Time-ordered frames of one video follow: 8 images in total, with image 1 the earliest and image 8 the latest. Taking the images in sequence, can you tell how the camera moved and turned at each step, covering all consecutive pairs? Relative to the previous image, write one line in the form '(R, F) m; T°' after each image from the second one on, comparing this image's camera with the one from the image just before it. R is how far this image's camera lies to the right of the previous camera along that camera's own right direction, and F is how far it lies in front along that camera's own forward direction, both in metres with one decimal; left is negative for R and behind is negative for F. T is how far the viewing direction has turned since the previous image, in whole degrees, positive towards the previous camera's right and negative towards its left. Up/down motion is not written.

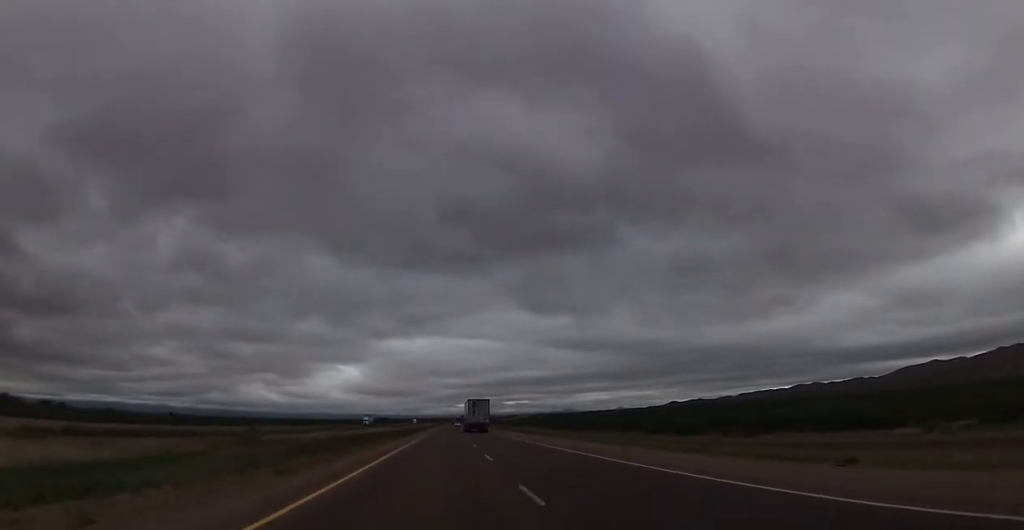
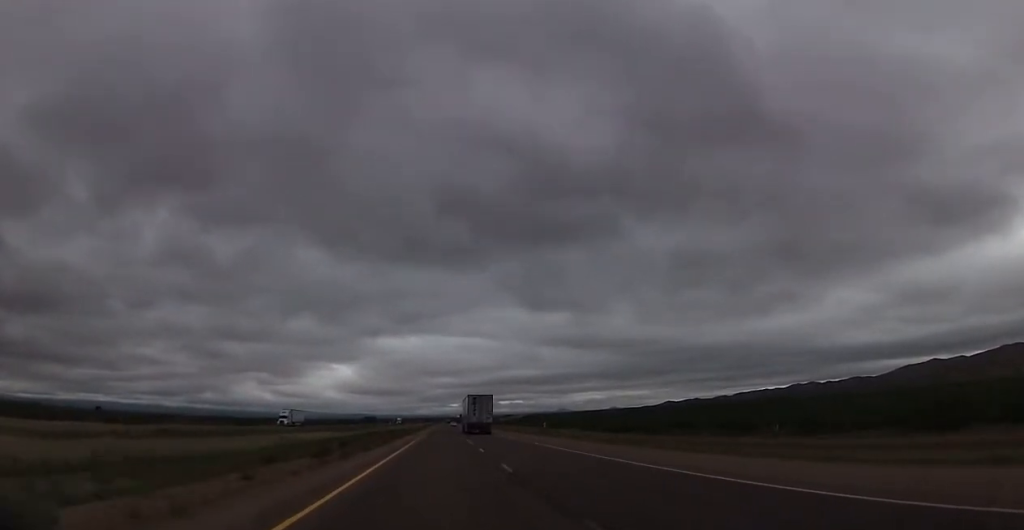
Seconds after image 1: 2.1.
(0.0, +78.1) m; +1°
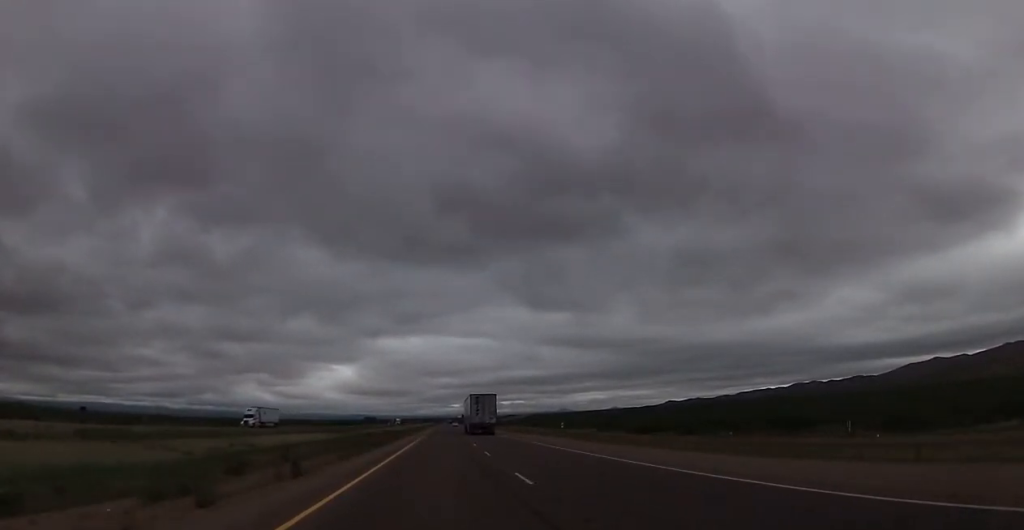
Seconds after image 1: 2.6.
(0.0, +15.9) m; 0°
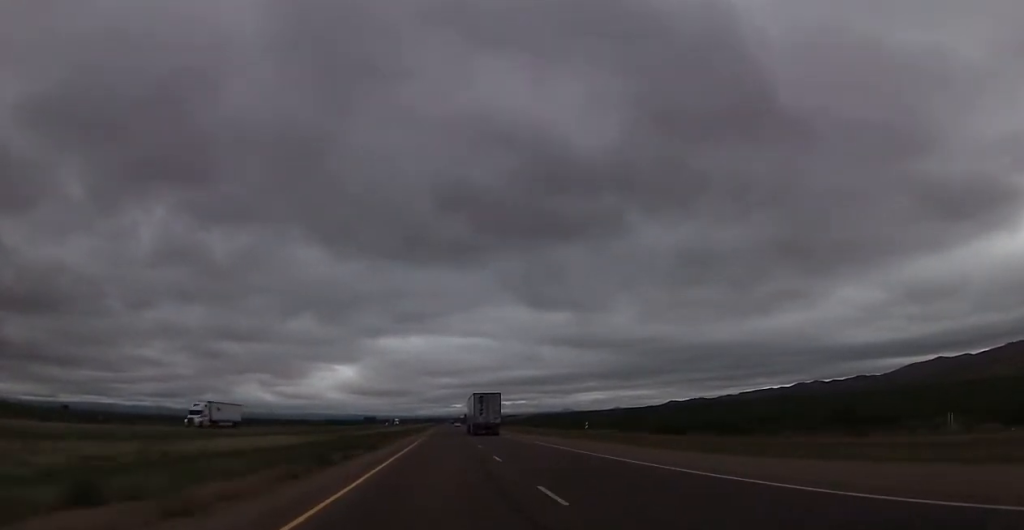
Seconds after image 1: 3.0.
(+0.1, +15.9) m; 0°
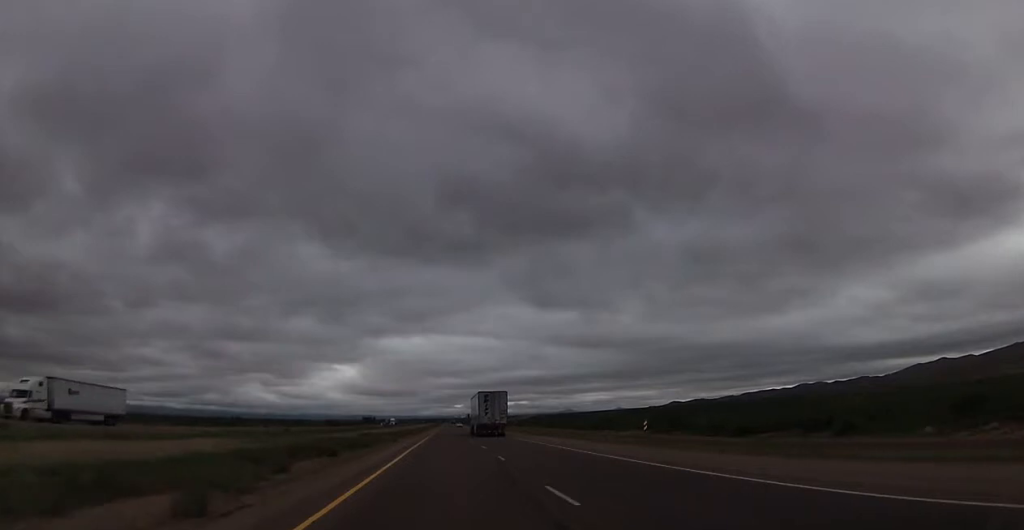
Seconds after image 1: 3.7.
(-0.3, +24.4) m; 0°
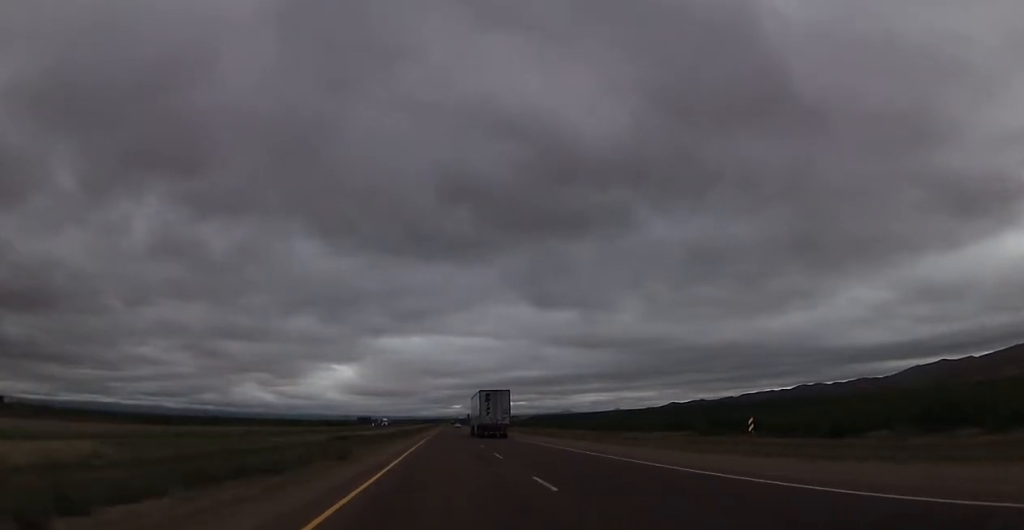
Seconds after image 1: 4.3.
(-0.2, +21.9) m; 0°
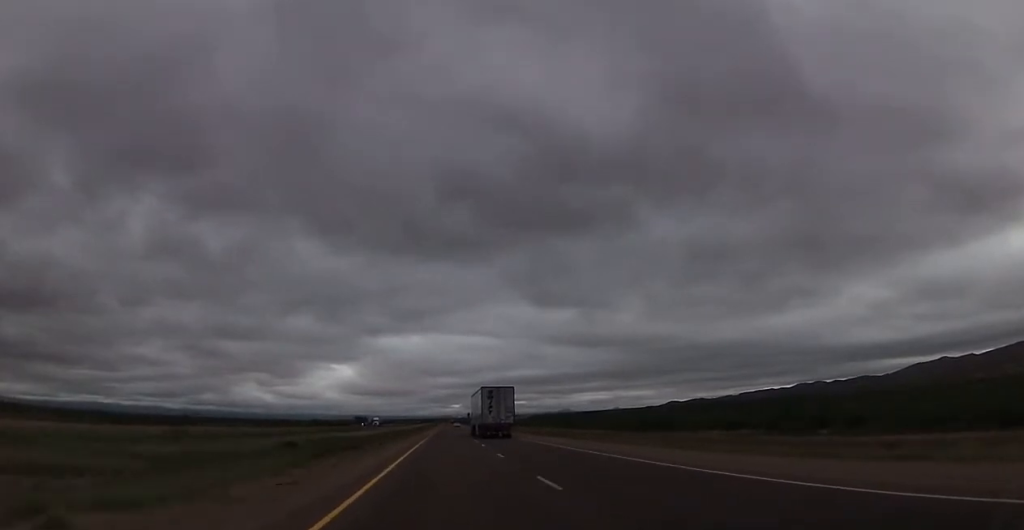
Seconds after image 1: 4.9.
(+0.3, +24.4) m; +1°
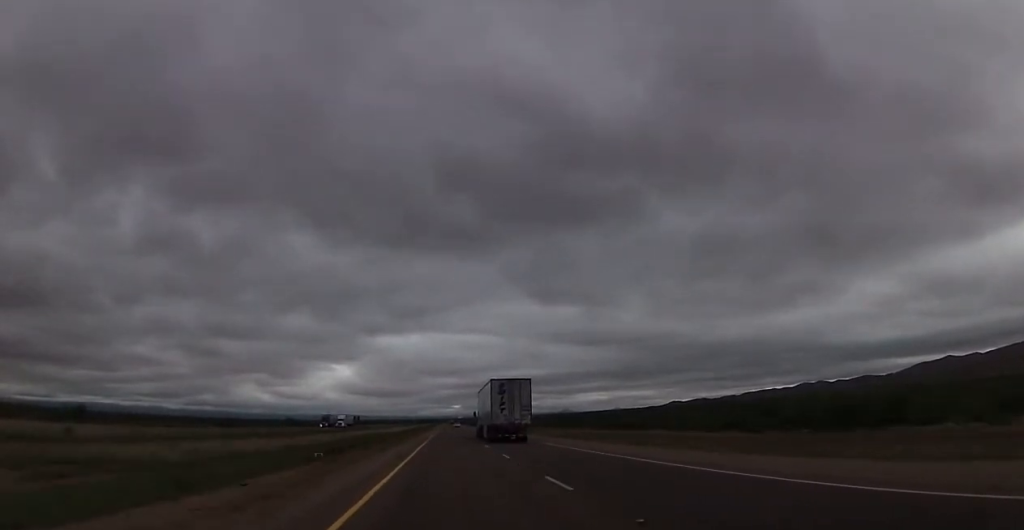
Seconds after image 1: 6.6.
(+0.2, +60.8) m; 0°
